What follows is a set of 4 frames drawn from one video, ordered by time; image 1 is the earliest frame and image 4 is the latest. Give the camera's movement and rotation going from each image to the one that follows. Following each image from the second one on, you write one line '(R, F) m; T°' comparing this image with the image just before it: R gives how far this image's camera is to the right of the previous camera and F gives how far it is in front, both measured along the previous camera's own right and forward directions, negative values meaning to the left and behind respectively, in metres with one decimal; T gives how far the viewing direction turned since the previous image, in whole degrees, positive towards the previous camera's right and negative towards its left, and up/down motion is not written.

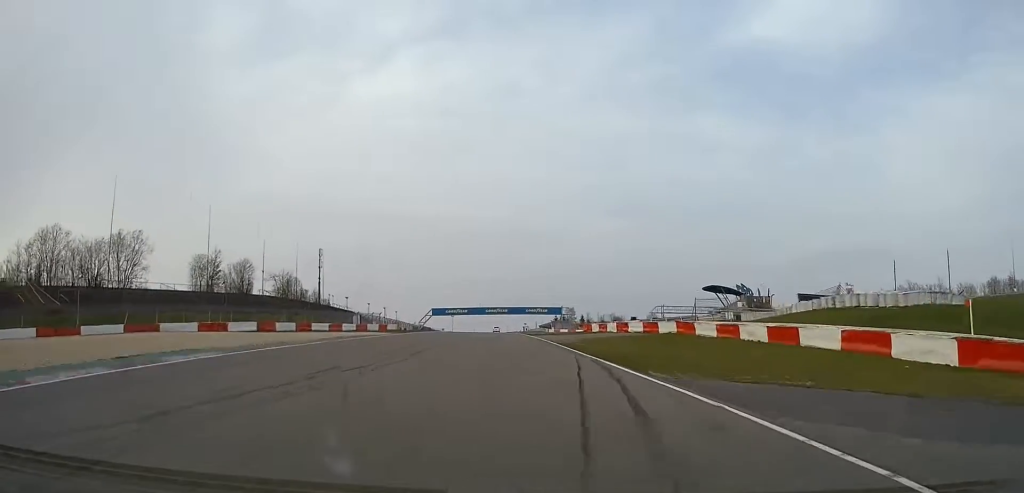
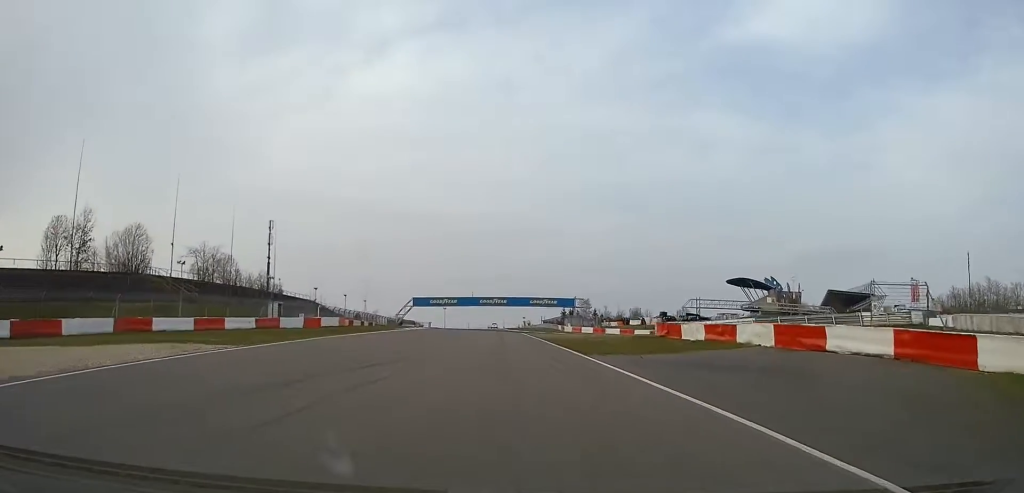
(+0.6, +40.6) m; +1°
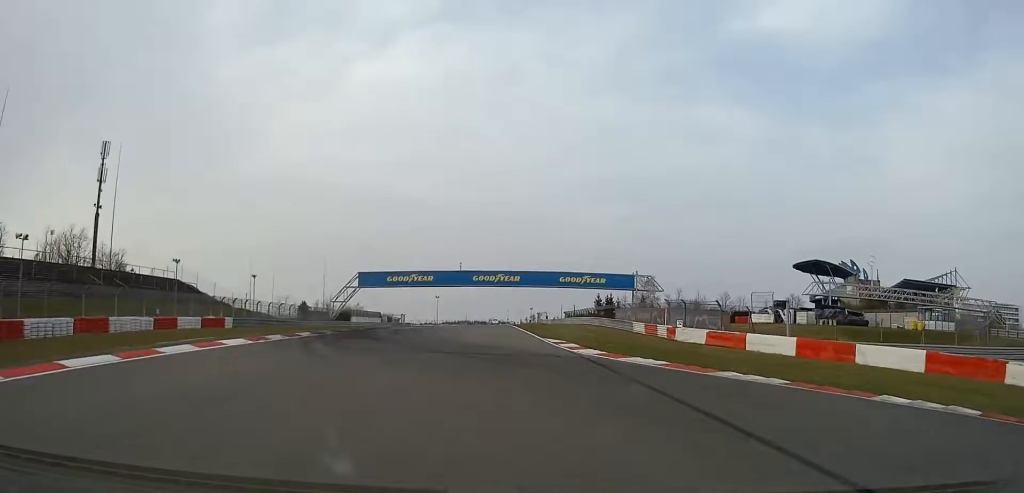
(-0.6, +70.0) m; -1°
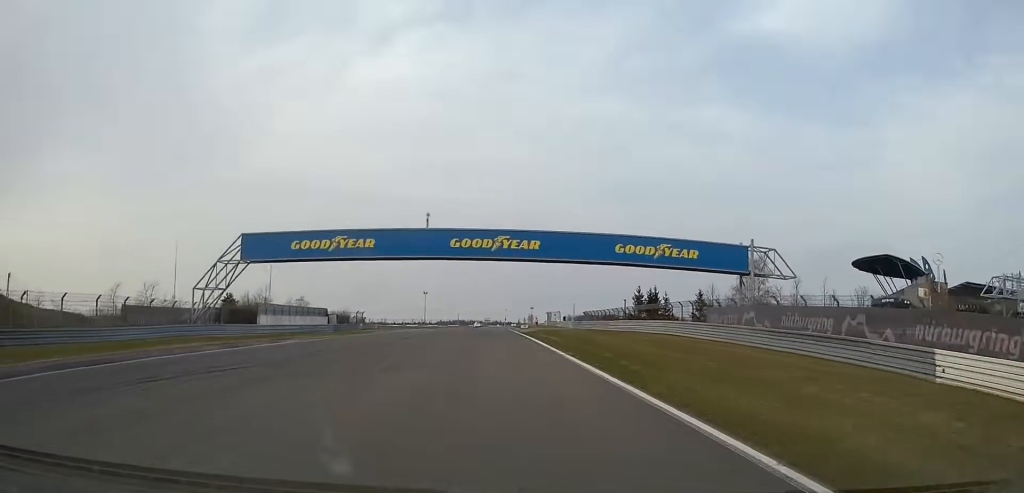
(-0.2, +45.4) m; -1°
